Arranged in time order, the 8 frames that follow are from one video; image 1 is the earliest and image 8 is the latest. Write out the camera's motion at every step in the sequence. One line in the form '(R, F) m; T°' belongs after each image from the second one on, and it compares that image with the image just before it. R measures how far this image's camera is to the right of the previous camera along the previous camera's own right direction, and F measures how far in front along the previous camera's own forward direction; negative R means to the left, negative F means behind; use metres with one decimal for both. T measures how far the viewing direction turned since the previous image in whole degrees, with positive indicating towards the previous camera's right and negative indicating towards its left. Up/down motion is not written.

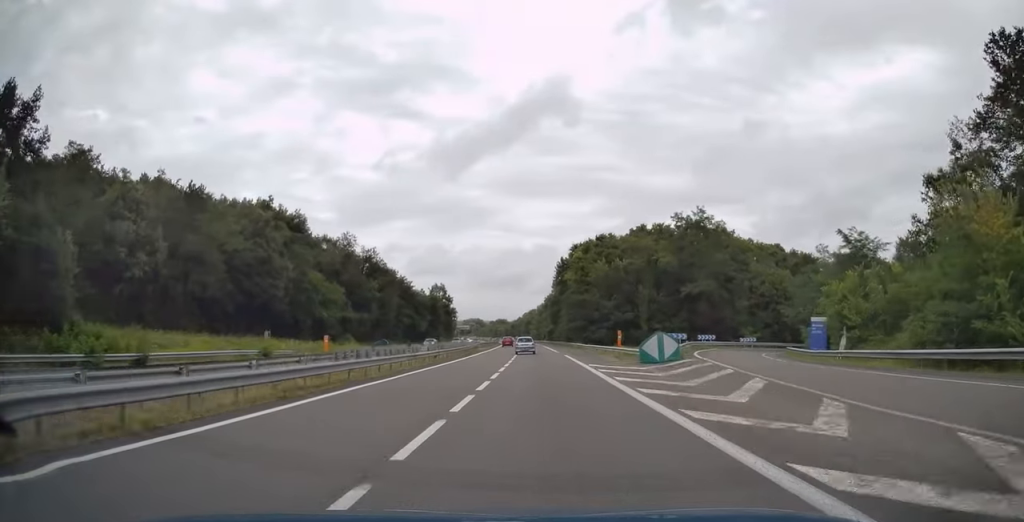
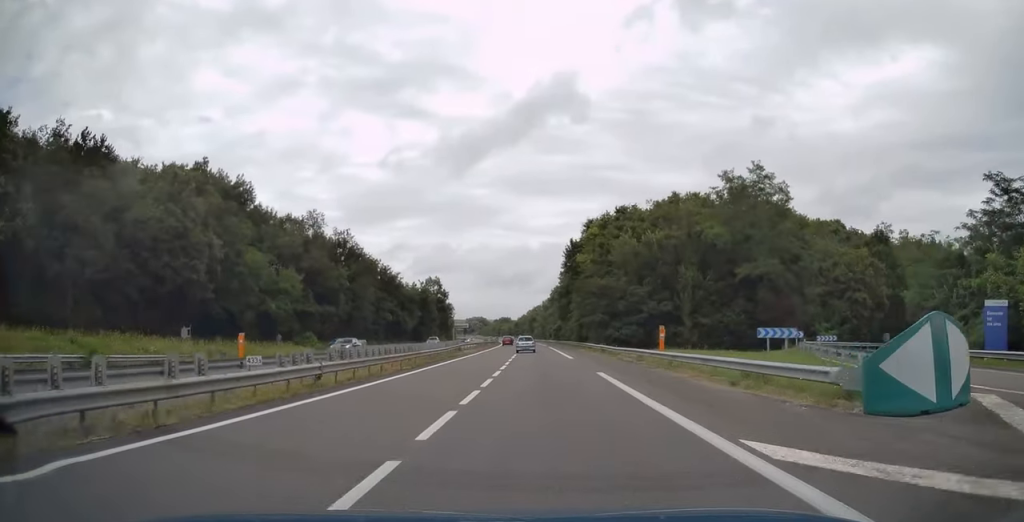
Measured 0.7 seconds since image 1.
(-0.1, +21.1) m; 0°
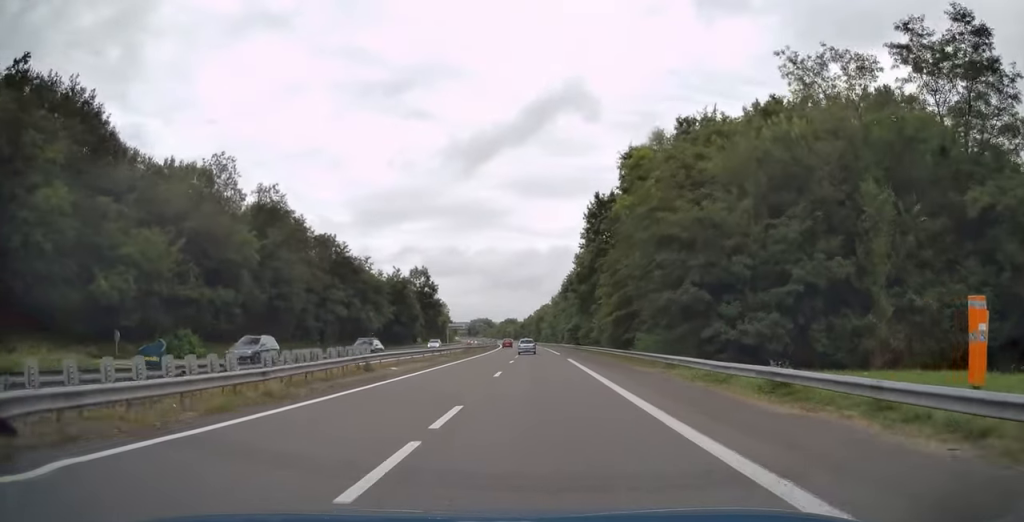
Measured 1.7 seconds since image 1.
(-0.3, +34.0) m; -1°
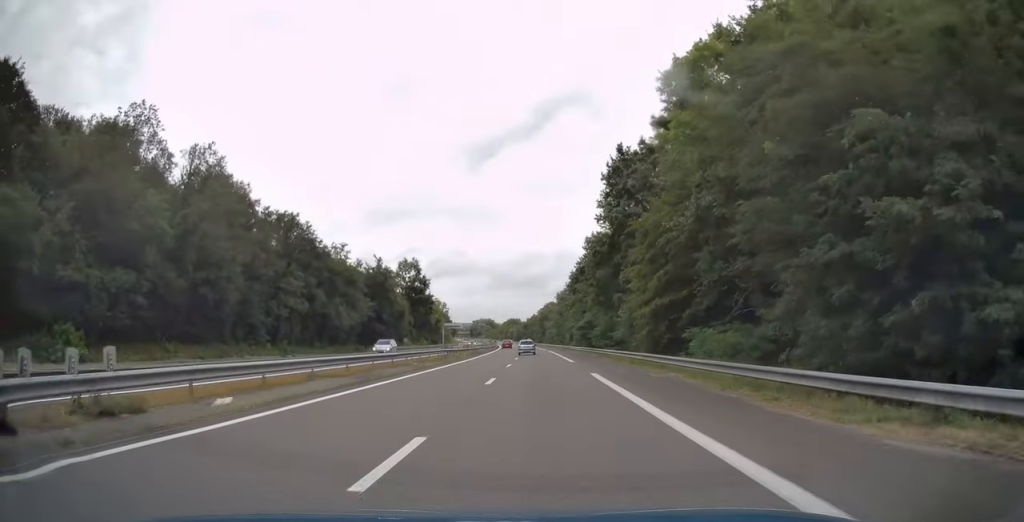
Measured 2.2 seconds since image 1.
(-0.1, +17.3) m; -1°
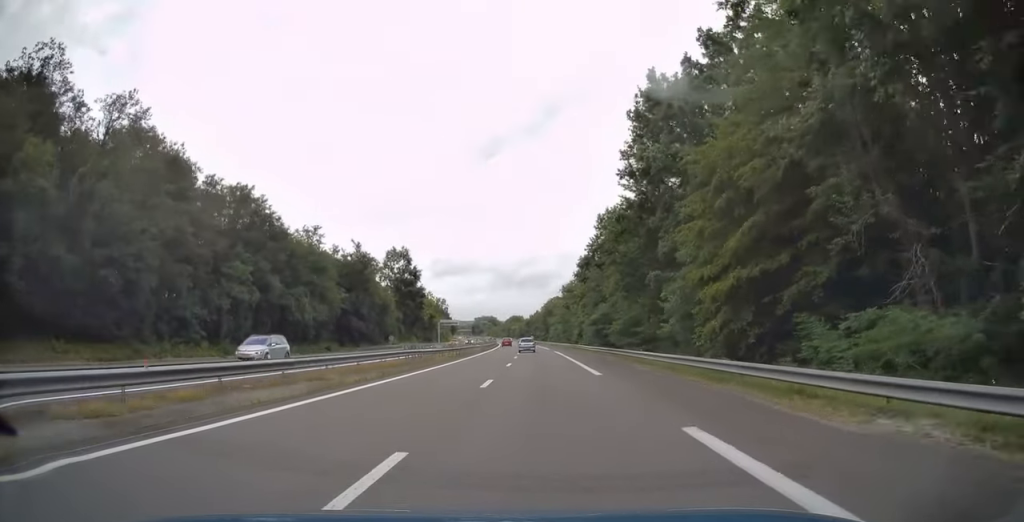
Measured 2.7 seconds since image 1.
(-0.1, +14.6) m; 0°
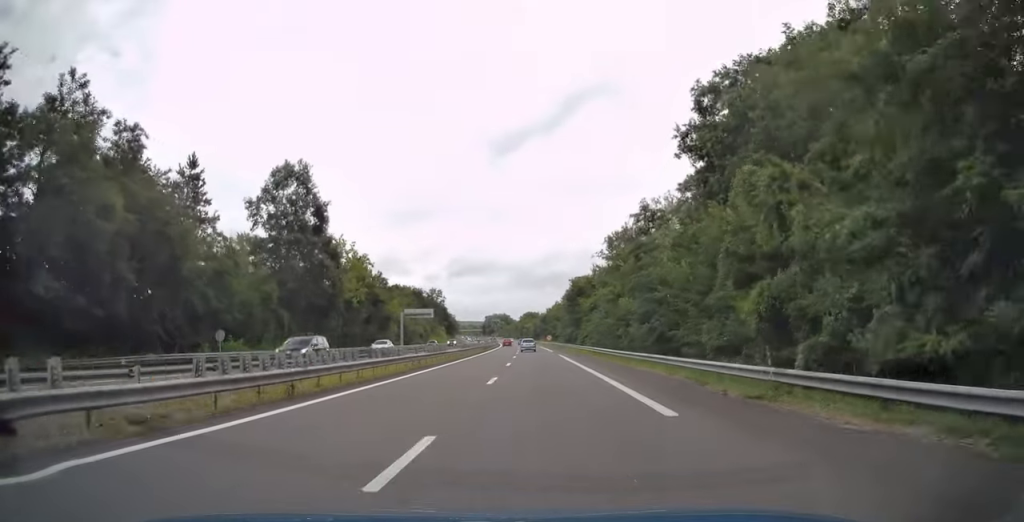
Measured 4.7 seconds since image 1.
(-0.7, +64.7) m; -1°
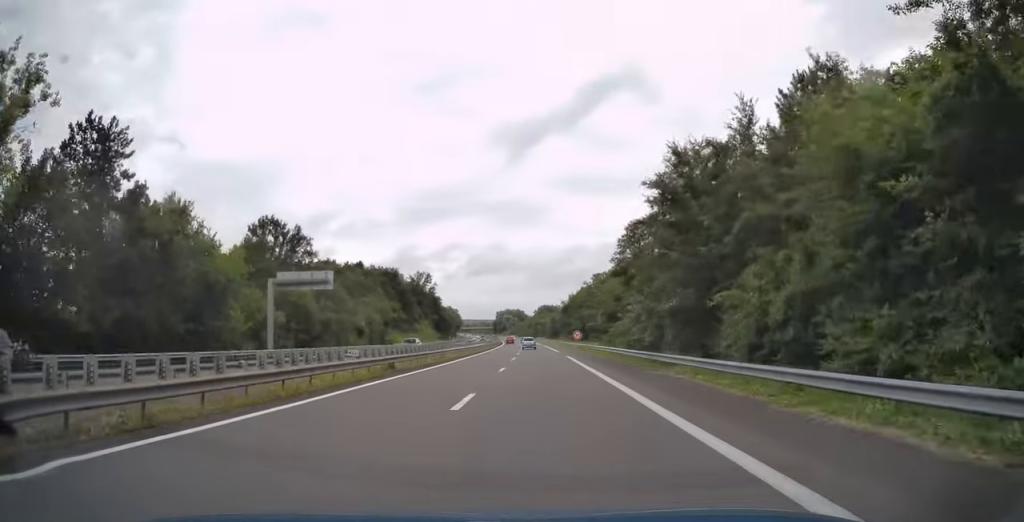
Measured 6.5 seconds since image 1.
(-1.0, +60.4) m; -2°
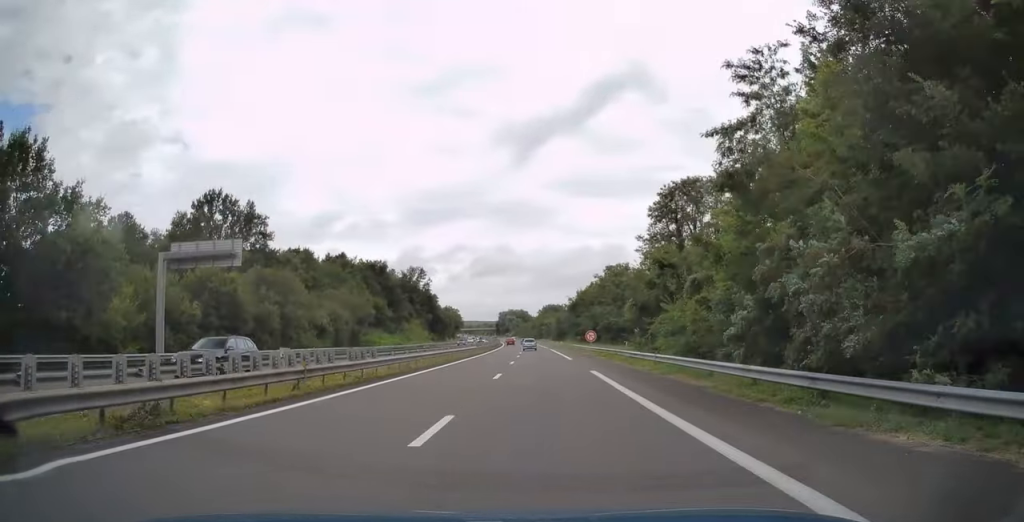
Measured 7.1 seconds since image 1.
(-0.1, +17.3) m; 0°
